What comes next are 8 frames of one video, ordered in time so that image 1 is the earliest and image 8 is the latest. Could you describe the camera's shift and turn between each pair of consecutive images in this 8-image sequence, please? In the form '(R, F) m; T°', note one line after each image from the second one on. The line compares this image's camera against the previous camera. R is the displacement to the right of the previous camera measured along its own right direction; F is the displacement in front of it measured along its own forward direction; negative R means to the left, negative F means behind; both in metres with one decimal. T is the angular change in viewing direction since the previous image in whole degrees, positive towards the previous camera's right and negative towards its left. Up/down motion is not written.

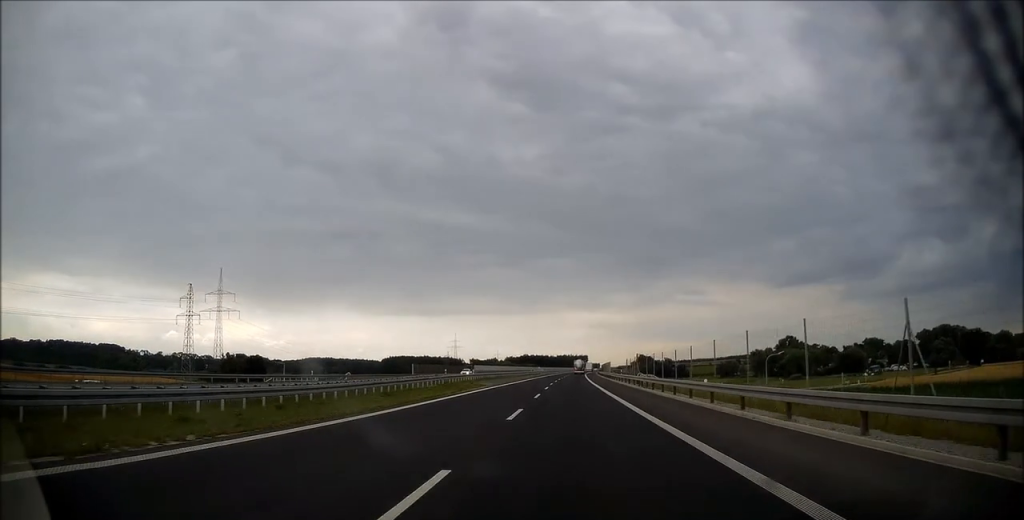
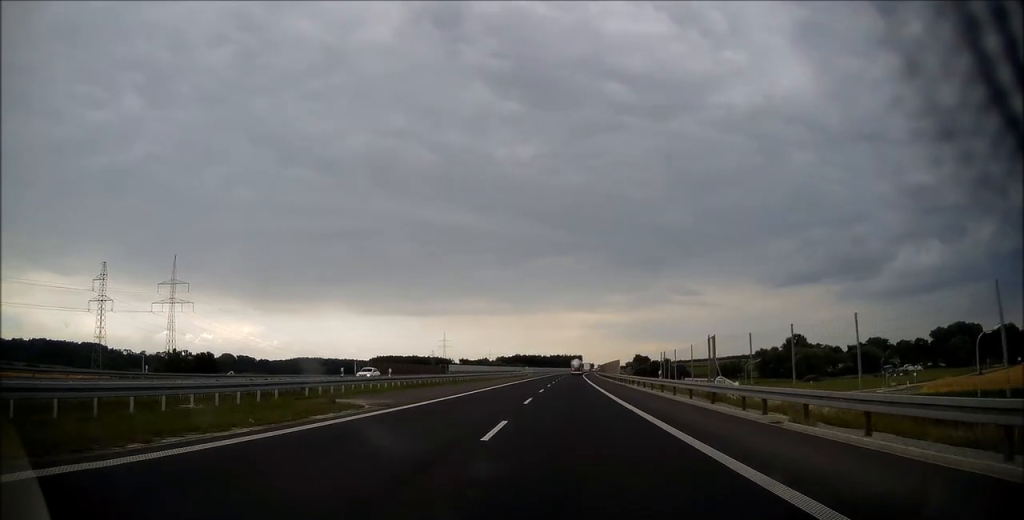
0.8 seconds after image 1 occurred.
(-0.2, +28.3) m; 0°
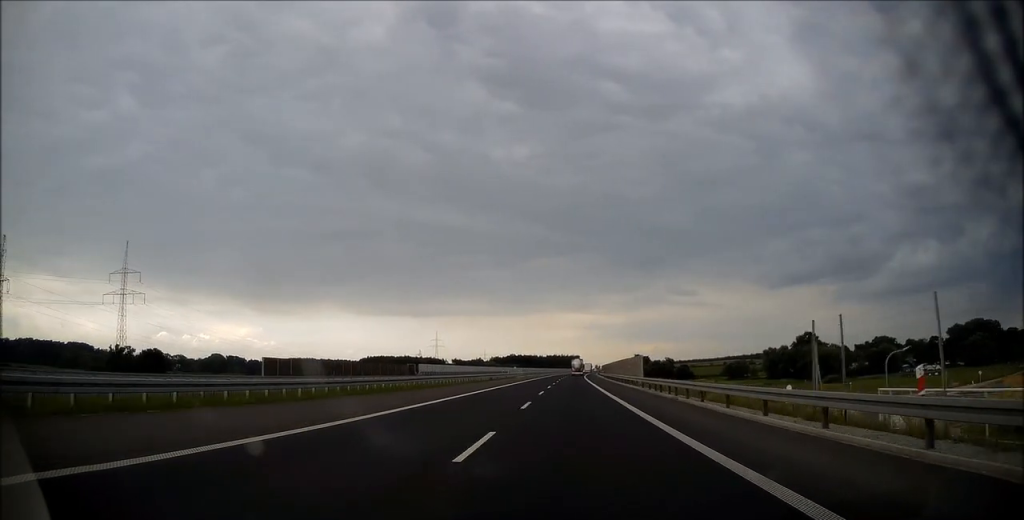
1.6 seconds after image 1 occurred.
(0.0, +26.2) m; 0°
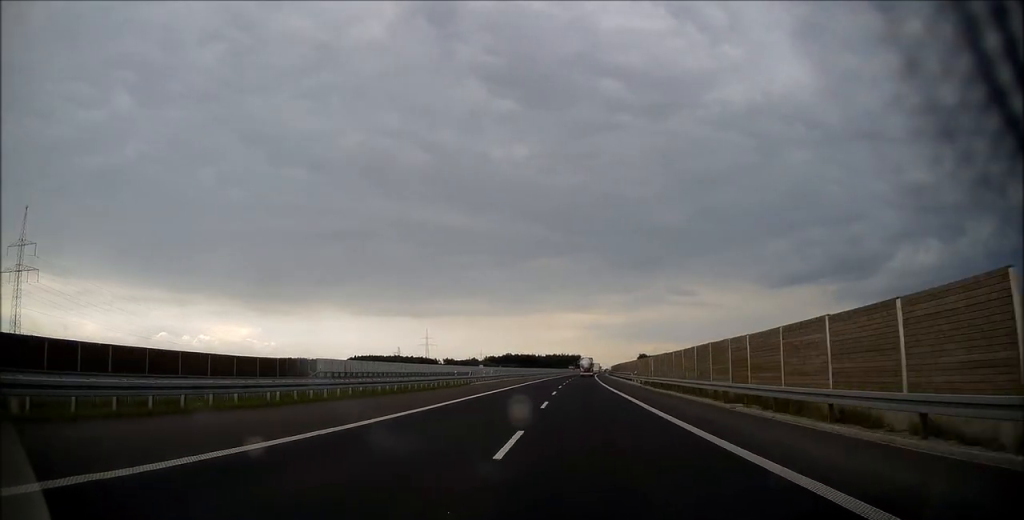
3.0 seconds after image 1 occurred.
(+0.5, +47.1) m; 0°
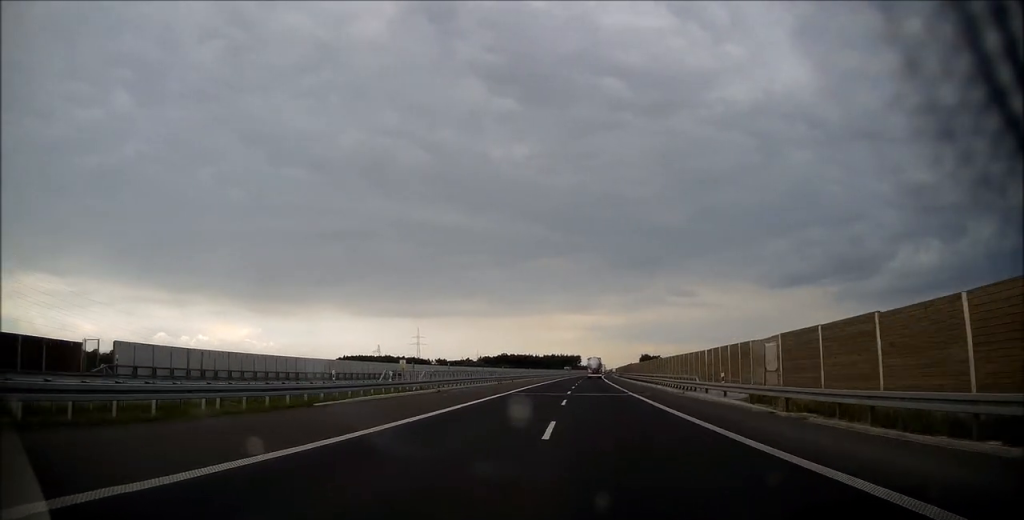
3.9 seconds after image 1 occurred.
(-0.1, +32.7) m; 0°
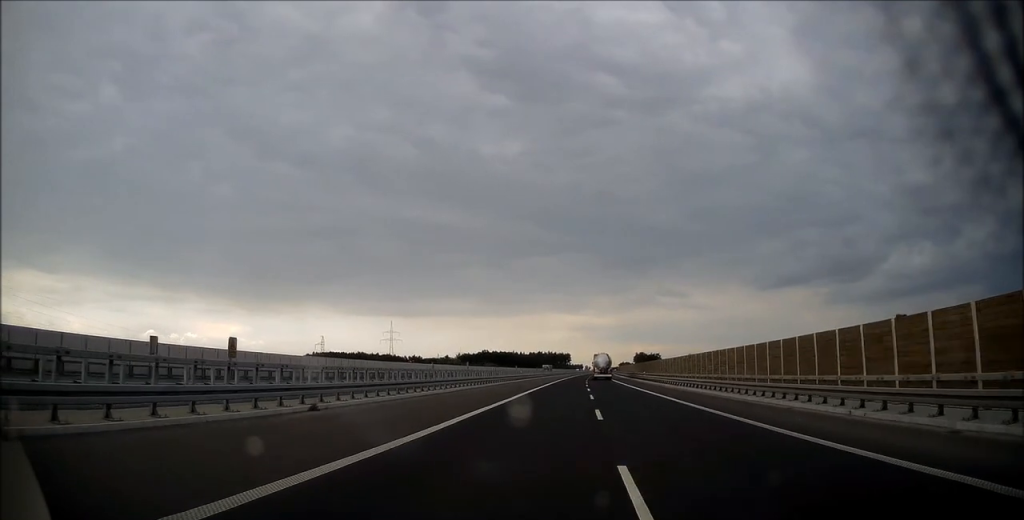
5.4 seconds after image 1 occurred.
(+0.4, +54.5) m; +1°
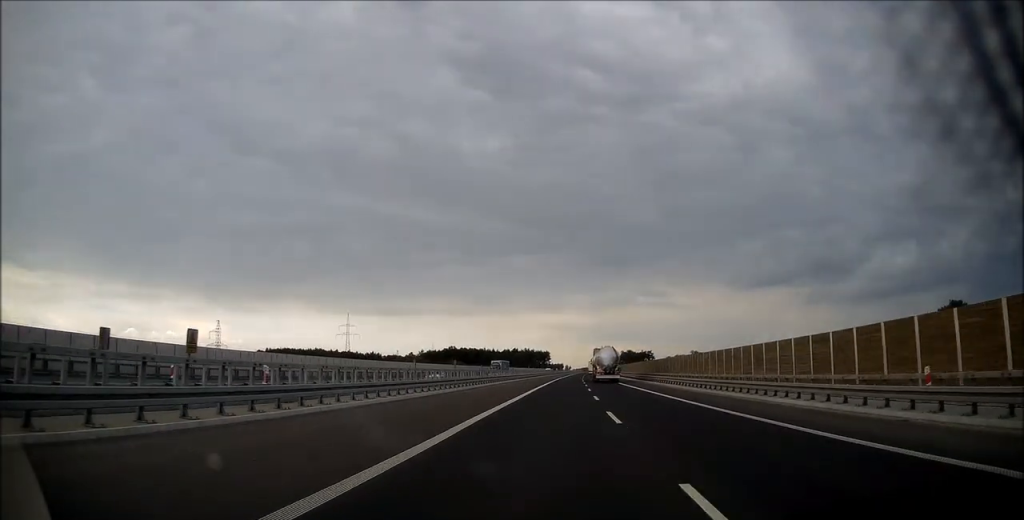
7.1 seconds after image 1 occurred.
(+0.7, +59.2) m; +1°
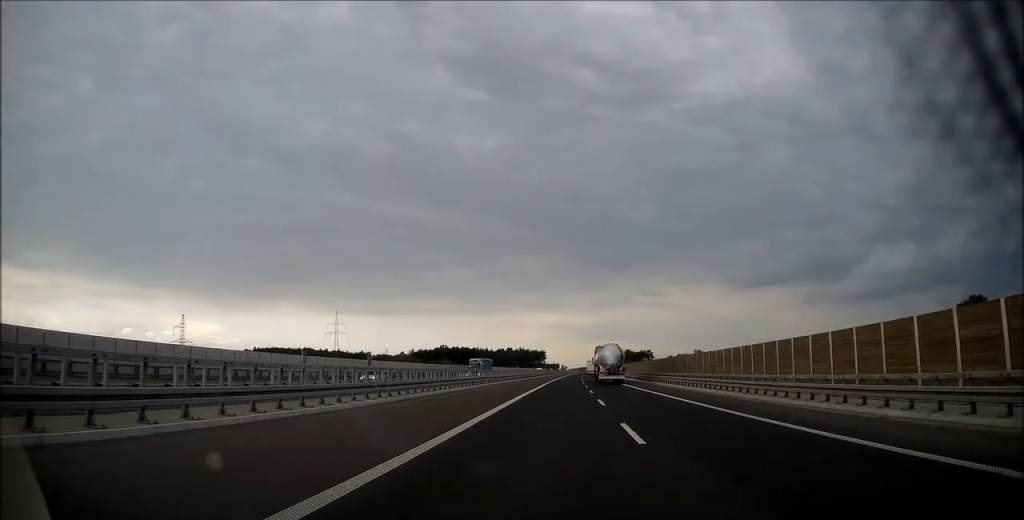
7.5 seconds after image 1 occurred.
(+0.1, +15.9) m; 0°
